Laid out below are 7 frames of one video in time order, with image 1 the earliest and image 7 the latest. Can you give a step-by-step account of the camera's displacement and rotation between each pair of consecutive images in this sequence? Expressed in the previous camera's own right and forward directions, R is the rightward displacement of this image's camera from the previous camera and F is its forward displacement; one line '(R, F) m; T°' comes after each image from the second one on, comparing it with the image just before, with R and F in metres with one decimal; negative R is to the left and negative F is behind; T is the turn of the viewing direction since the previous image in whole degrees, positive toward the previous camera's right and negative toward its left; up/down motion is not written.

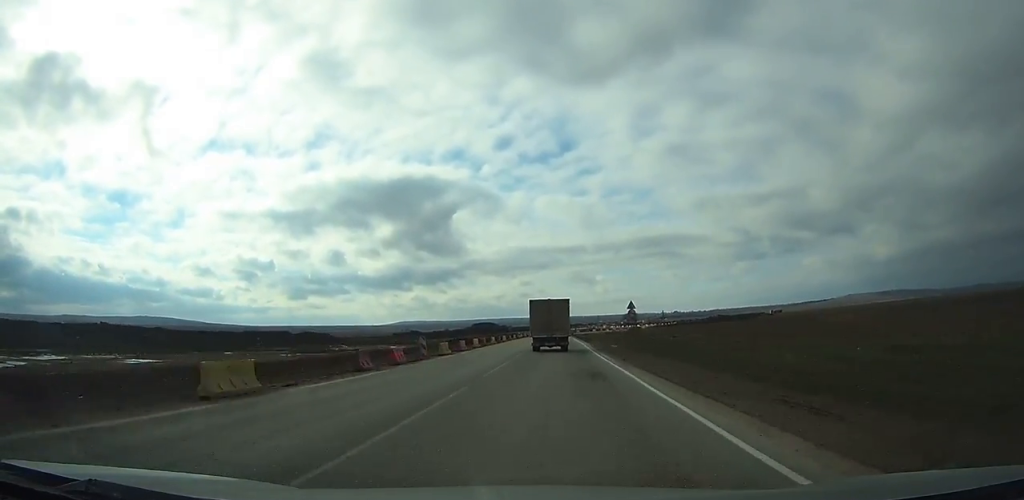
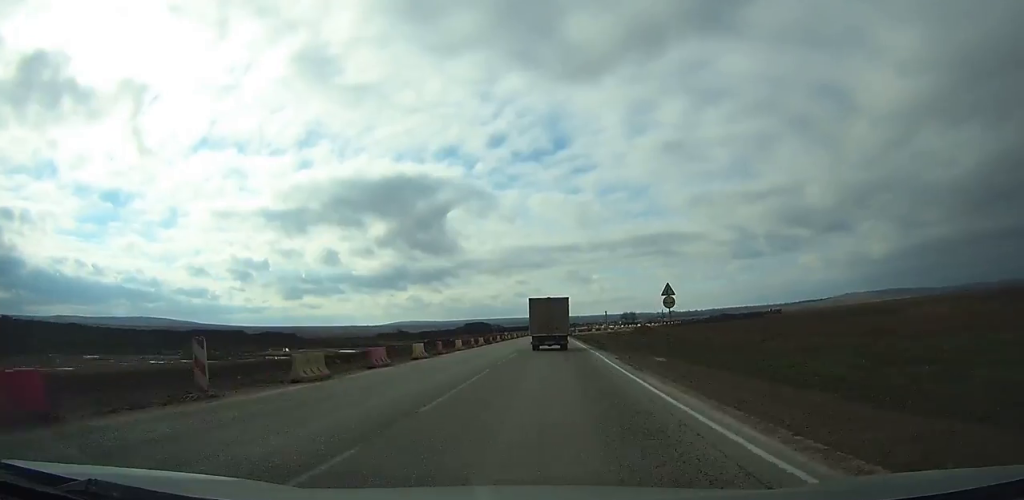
(0.0, +18.9) m; 0°
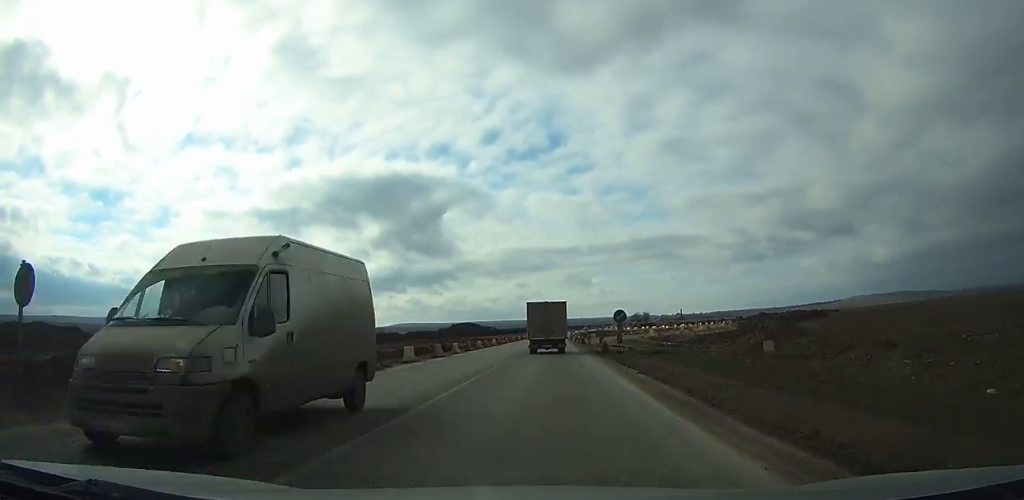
(-0.1, +71.5) m; 0°
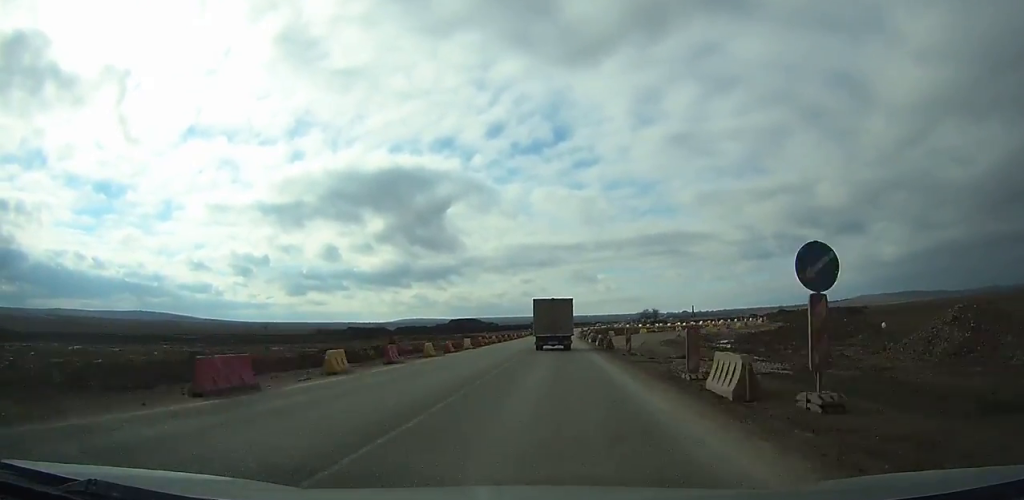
(0.0, +22.8) m; 0°
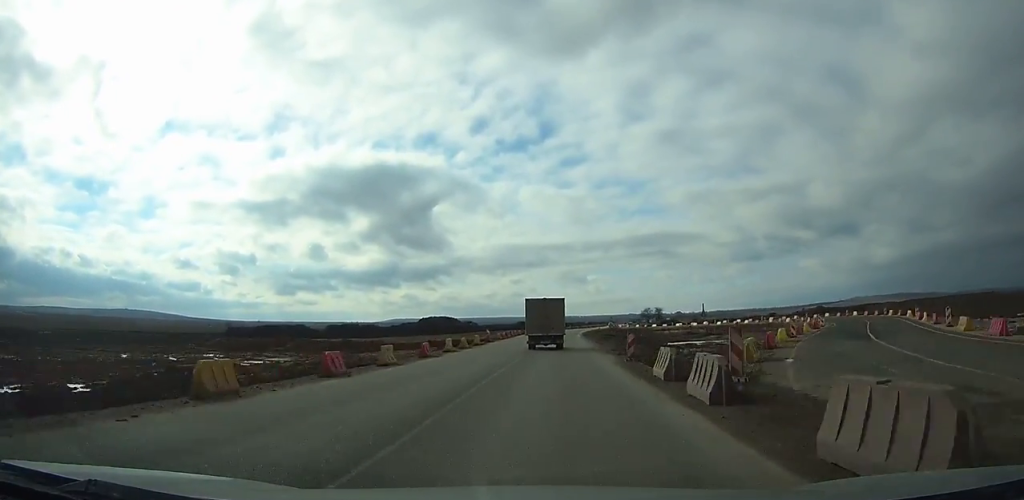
(+0.3, +57.2) m; 0°
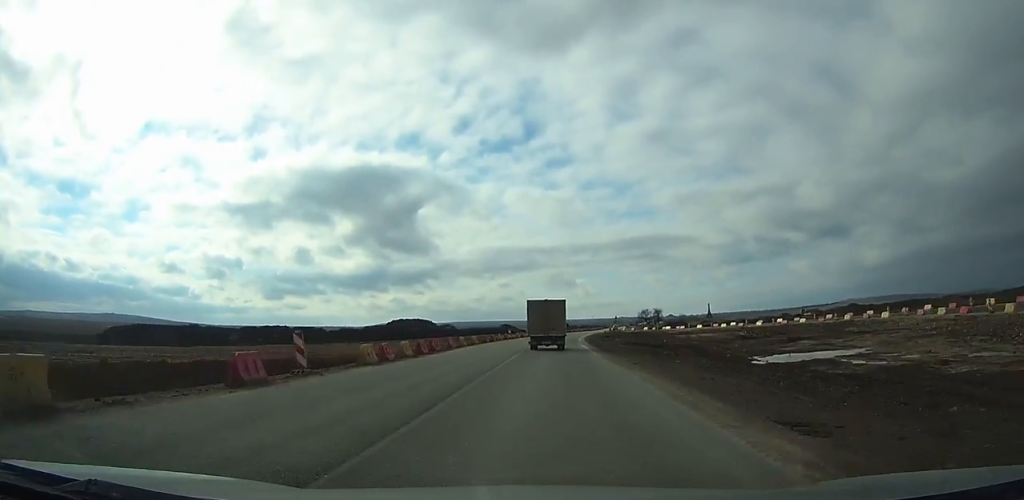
(+0.1, +39.6) m; +1°
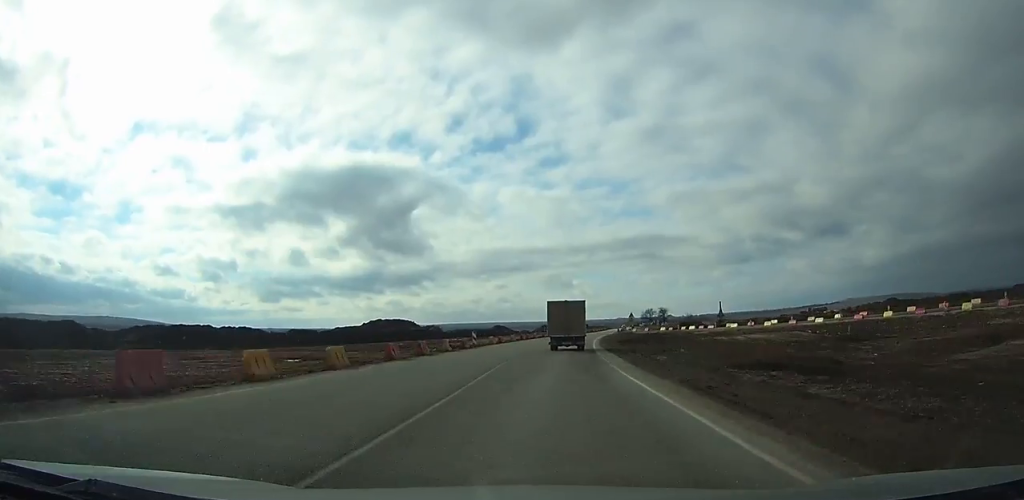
(+0.2, +30.2) m; +1°
